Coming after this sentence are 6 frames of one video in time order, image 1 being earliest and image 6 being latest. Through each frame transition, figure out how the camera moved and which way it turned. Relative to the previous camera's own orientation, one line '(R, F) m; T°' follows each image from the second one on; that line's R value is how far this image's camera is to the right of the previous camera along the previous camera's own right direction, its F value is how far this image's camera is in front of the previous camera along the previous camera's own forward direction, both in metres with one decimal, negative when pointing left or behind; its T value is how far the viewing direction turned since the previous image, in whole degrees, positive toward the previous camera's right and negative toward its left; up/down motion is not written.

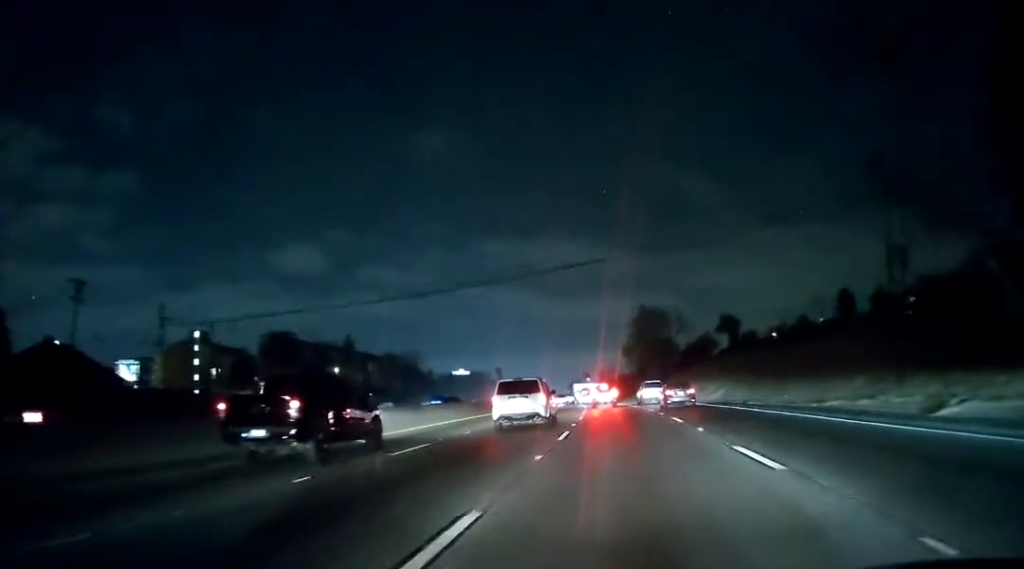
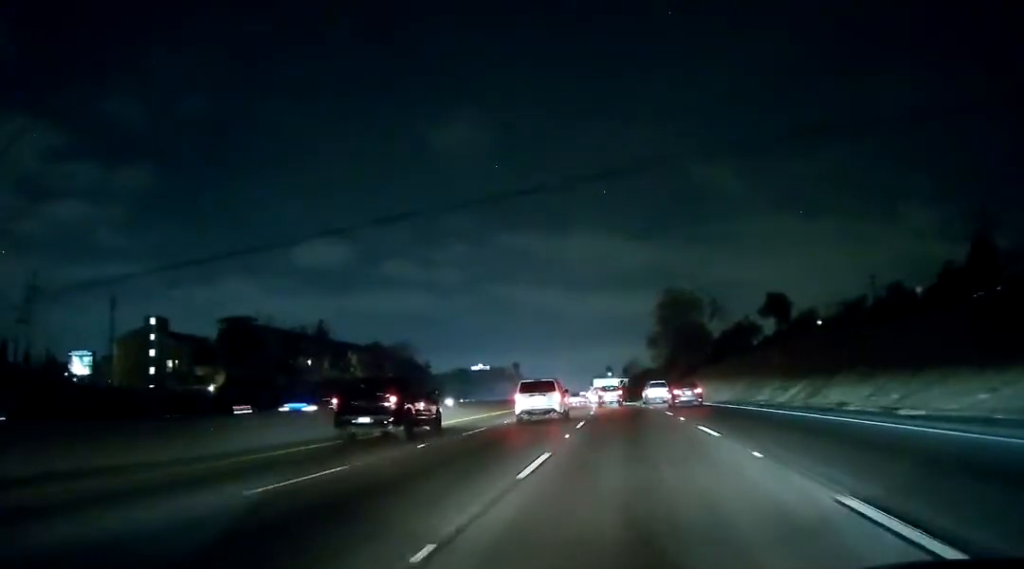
(-0.3, +22.5) m; -2°
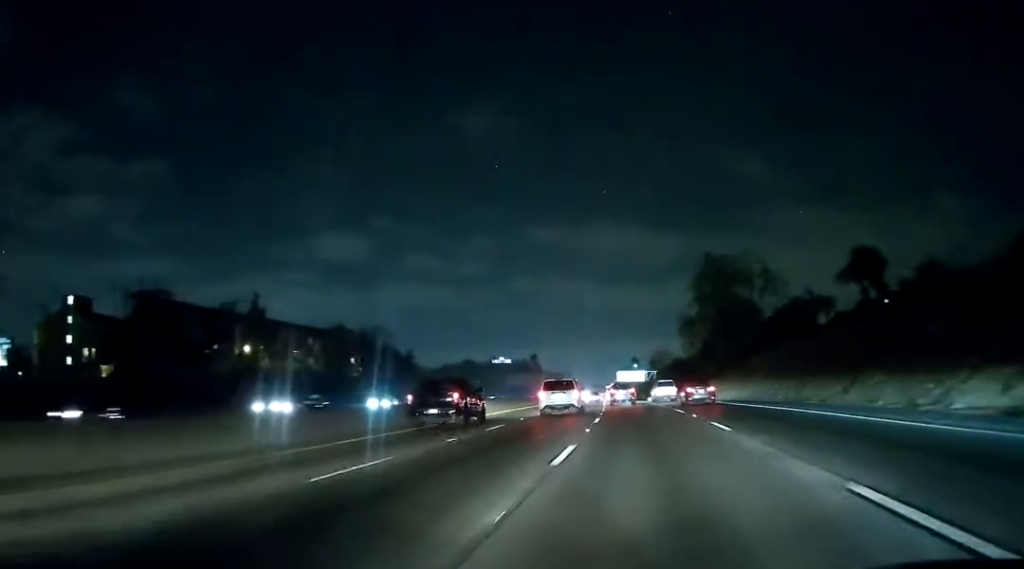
(-0.4, +28.0) m; -2°
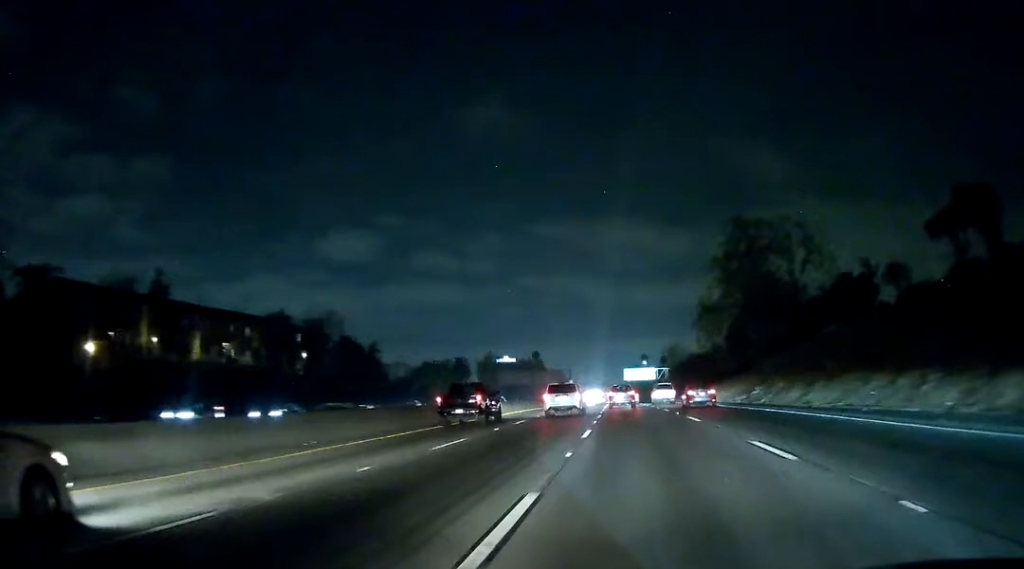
(-0.3, +22.1) m; -2°
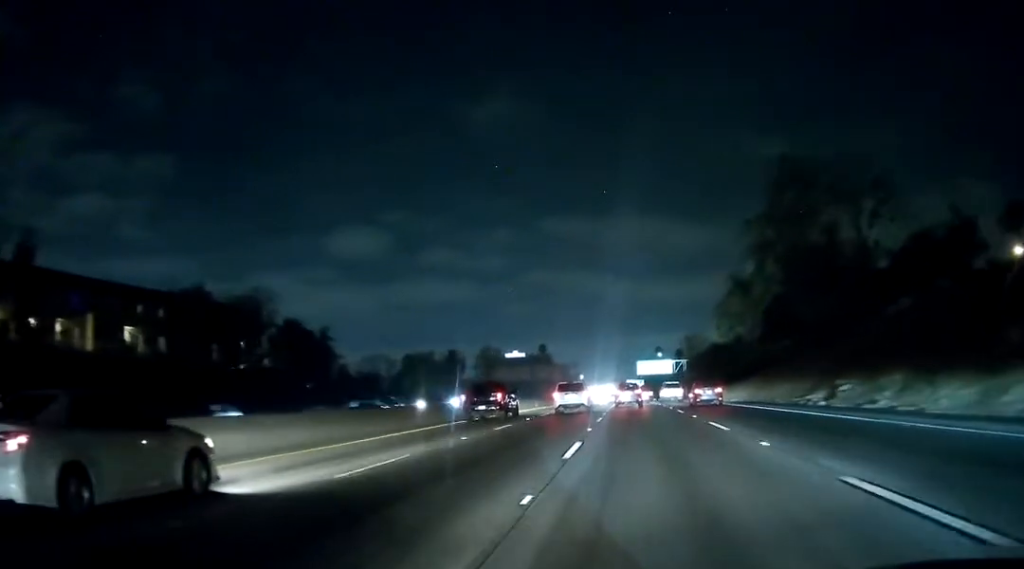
(-0.2, +21.2) m; -1°
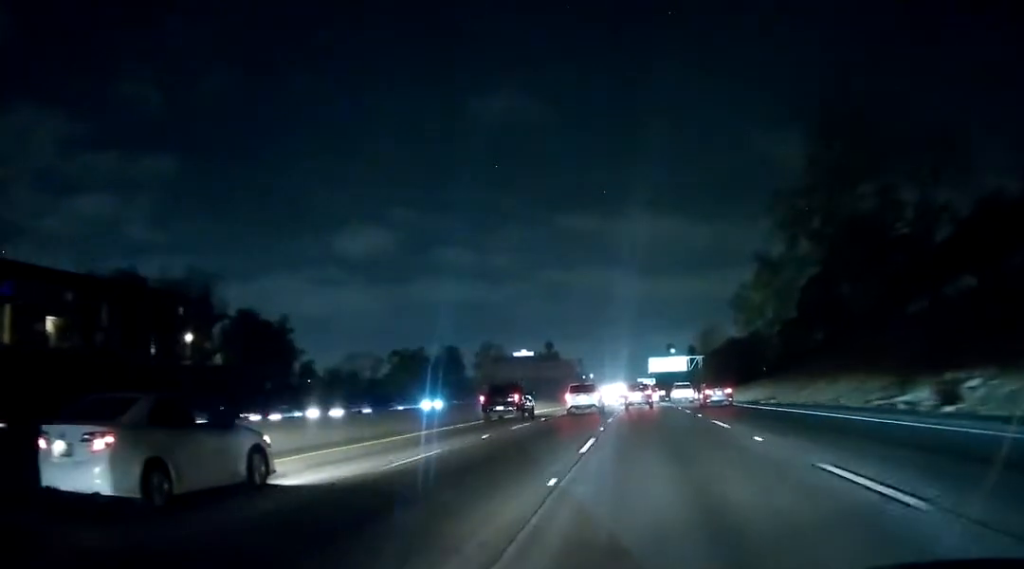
(0.0, +13.2) m; 0°
